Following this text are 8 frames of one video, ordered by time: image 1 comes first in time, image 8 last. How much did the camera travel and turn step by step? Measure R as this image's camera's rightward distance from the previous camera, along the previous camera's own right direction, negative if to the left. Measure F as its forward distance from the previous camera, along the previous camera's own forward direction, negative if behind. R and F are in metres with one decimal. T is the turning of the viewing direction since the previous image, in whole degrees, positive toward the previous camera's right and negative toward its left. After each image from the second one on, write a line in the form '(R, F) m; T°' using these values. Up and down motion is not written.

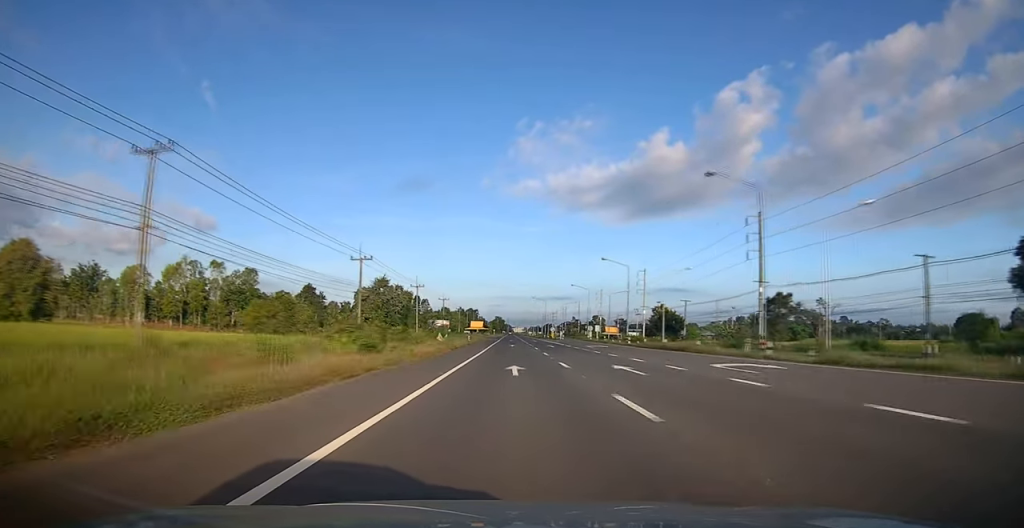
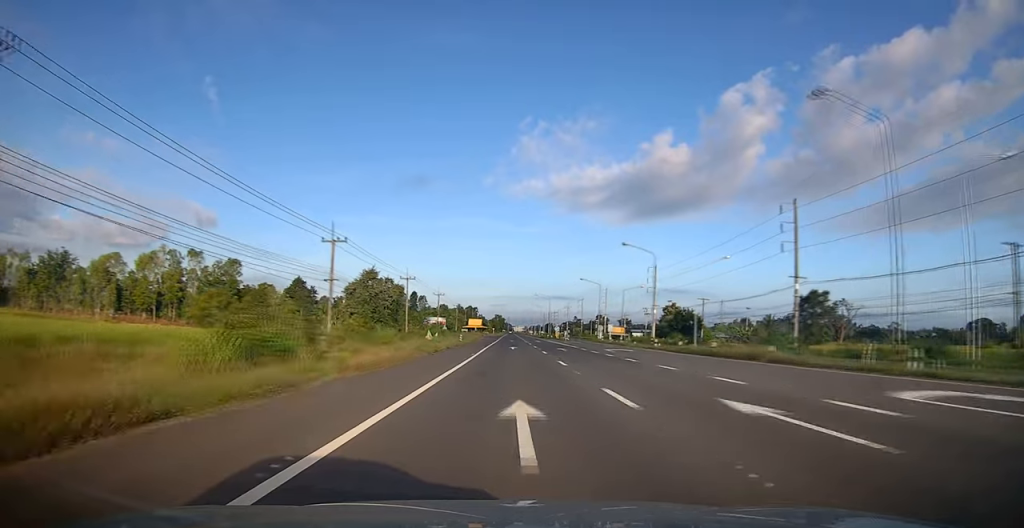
(0.0, +10.8) m; 0°
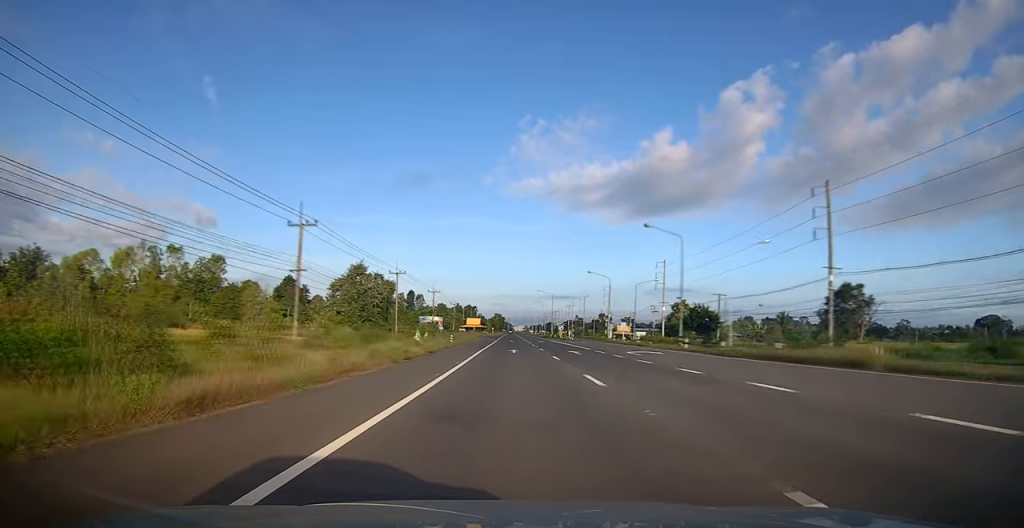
(0.0, +8.5) m; 0°
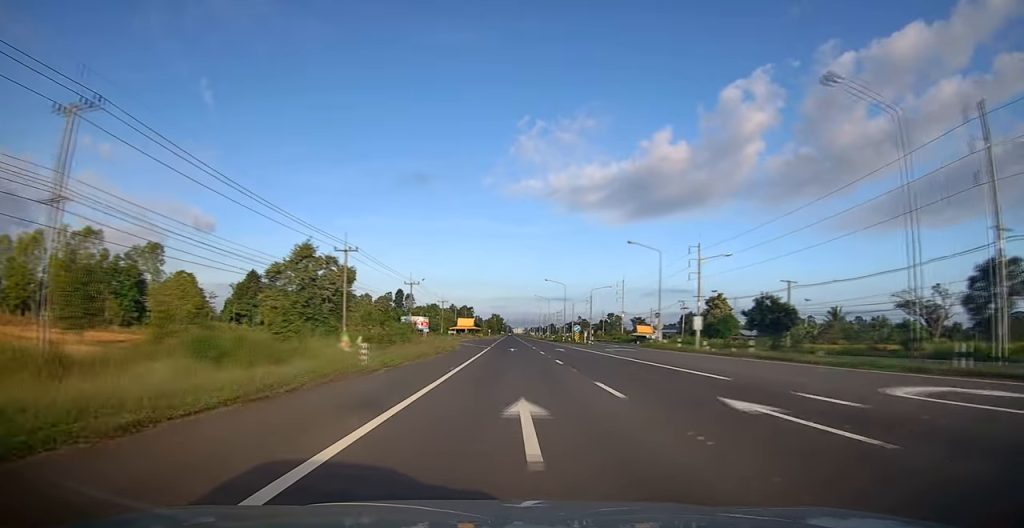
(+0.1, +26.3) m; 0°
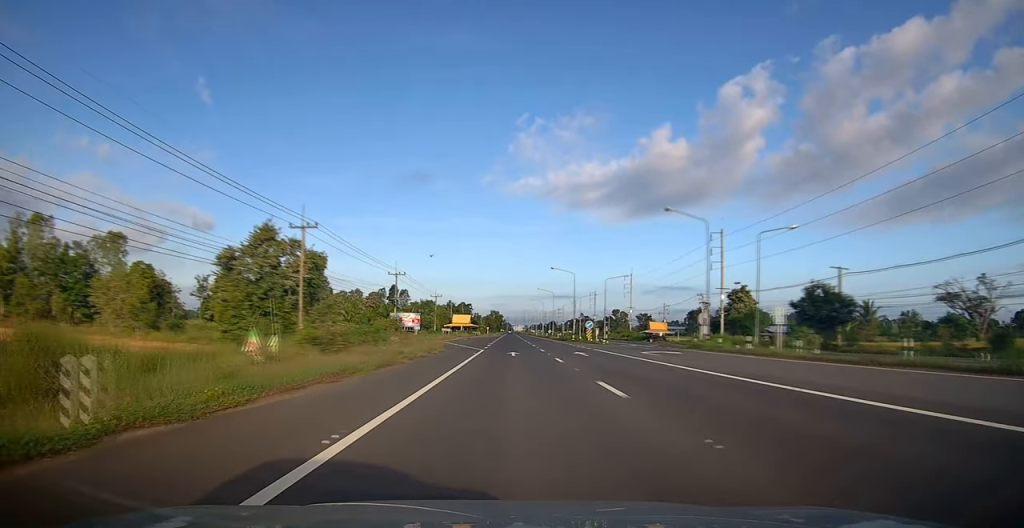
(+0.1, +12.5) m; 0°
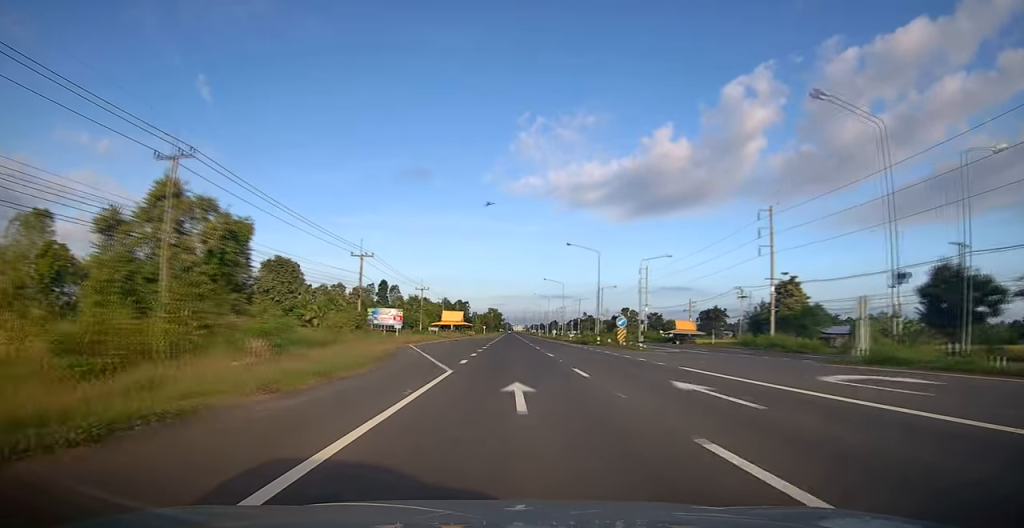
(0.0, +19.6) m; 0°
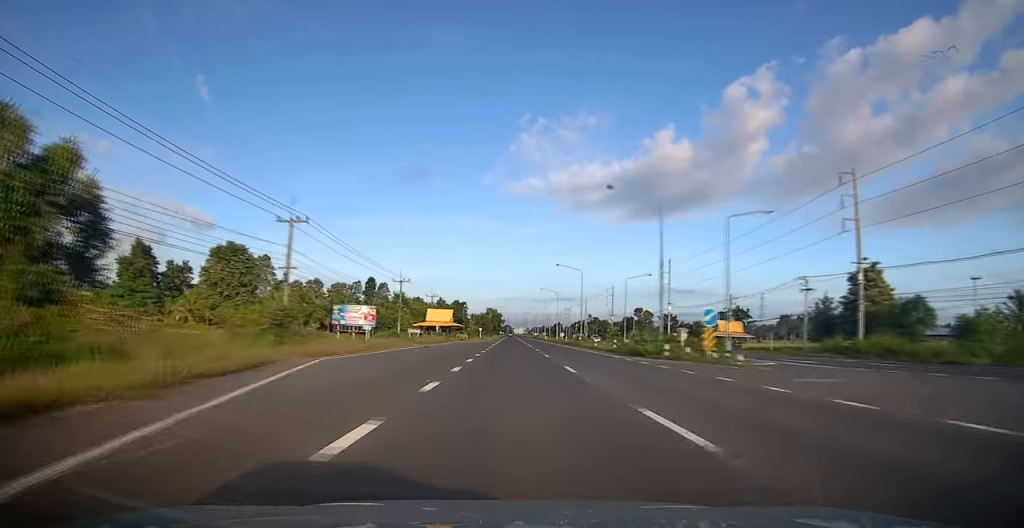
(0.0, +21.3) m; 0°
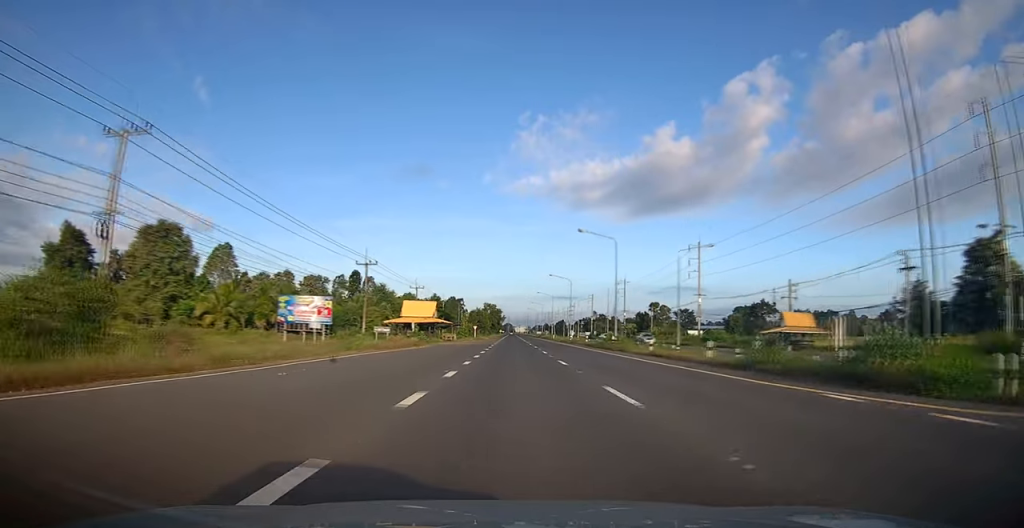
(+0.1, +20.7) m; -1°
